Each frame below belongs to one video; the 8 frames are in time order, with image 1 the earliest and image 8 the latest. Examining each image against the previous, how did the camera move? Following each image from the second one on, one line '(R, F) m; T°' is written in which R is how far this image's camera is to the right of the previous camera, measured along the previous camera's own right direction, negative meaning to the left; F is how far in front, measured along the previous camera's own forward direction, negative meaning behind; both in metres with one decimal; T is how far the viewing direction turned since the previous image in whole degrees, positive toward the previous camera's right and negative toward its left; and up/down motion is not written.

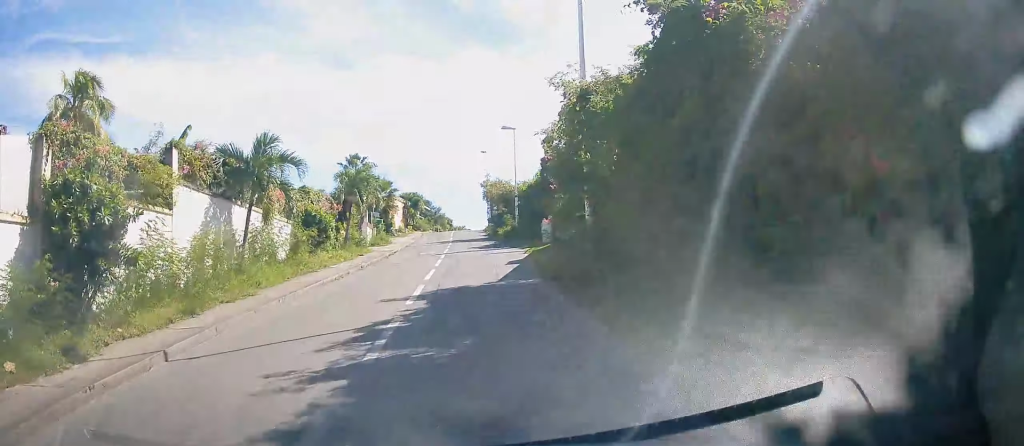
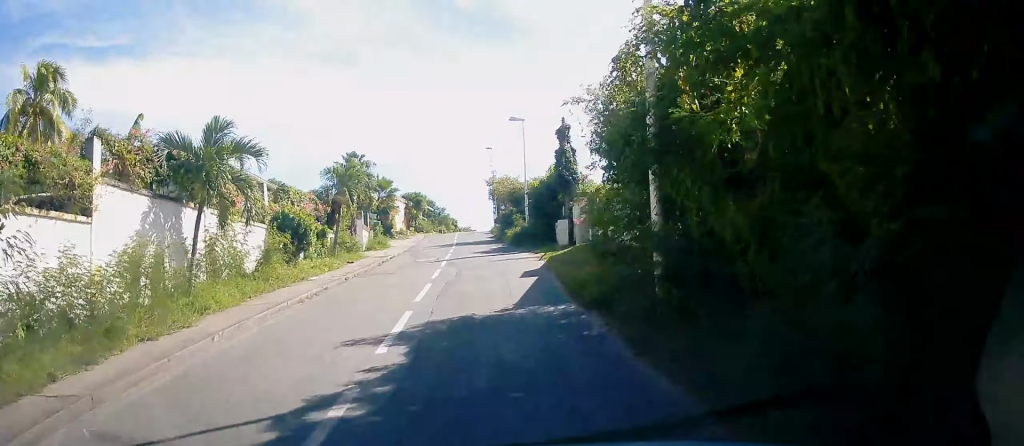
(0.0, +3.5) m; 0°
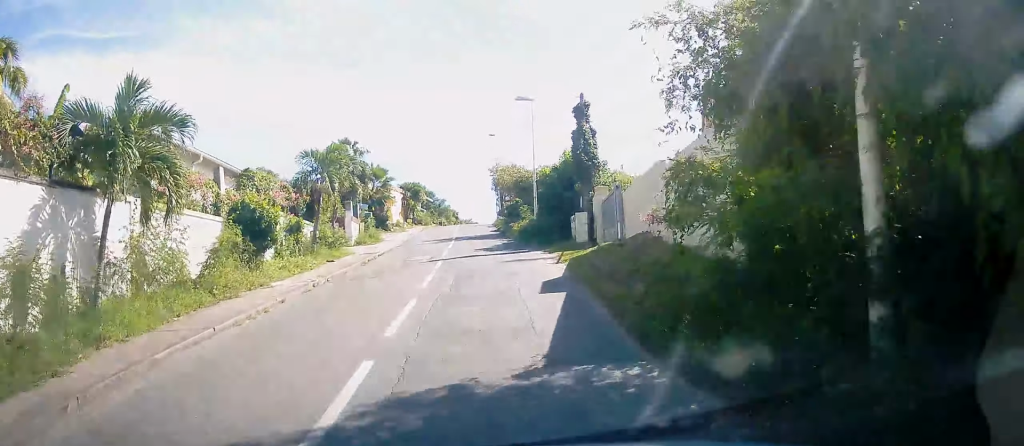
(-0.2, +3.7) m; 0°
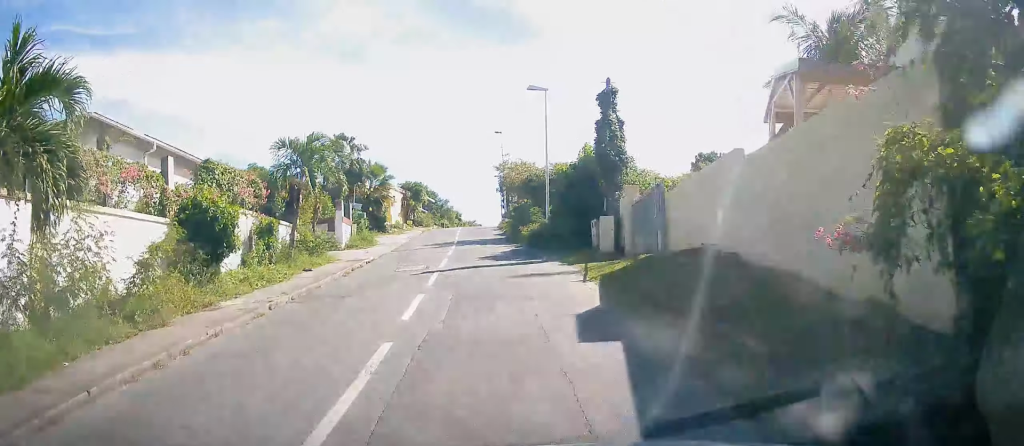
(+0.1, +3.4) m; -1°
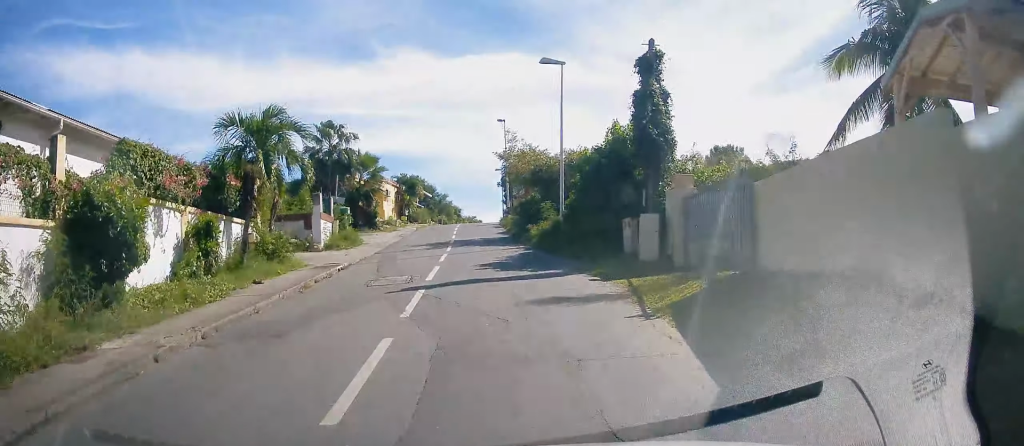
(+0.2, +4.3) m; -1°
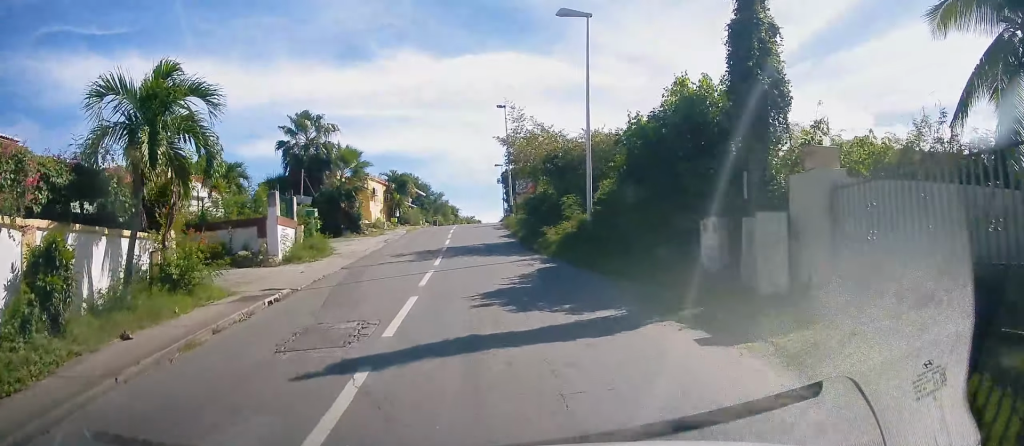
(-0.4, +5.6) m; 0°
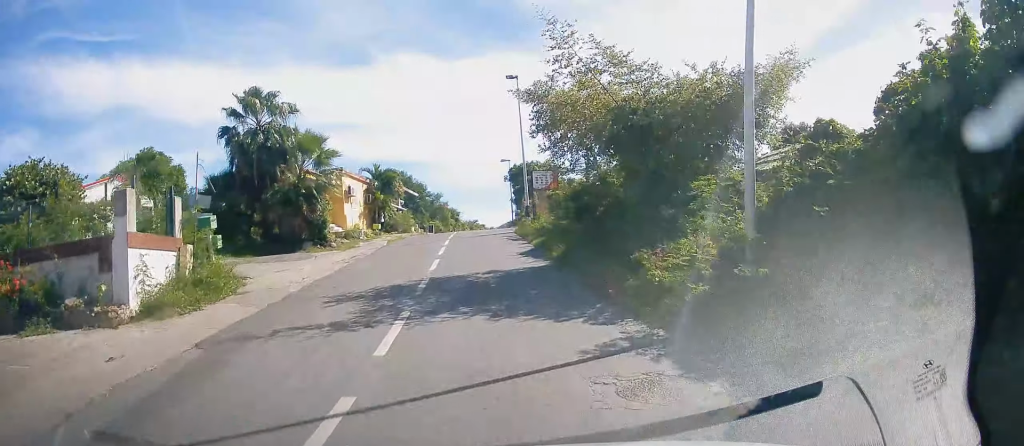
(+0.6, +9.6) m; +3°
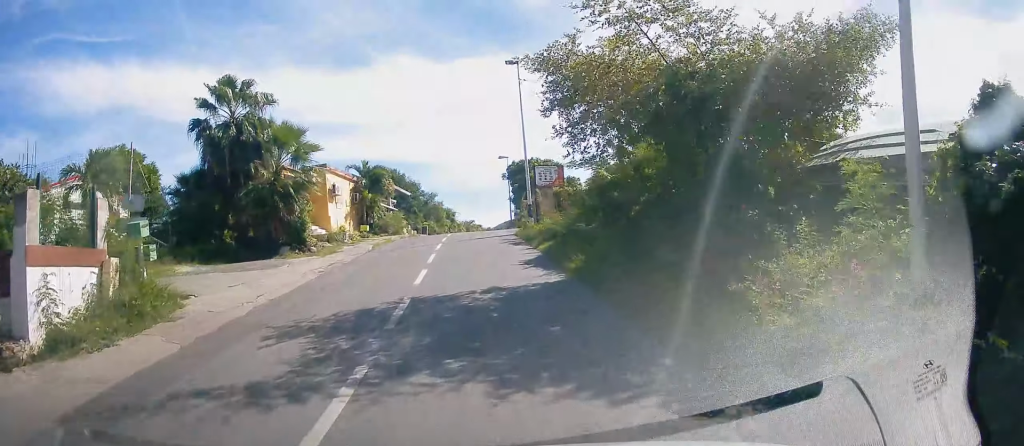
(+0.1, +3.0) m; -2°
